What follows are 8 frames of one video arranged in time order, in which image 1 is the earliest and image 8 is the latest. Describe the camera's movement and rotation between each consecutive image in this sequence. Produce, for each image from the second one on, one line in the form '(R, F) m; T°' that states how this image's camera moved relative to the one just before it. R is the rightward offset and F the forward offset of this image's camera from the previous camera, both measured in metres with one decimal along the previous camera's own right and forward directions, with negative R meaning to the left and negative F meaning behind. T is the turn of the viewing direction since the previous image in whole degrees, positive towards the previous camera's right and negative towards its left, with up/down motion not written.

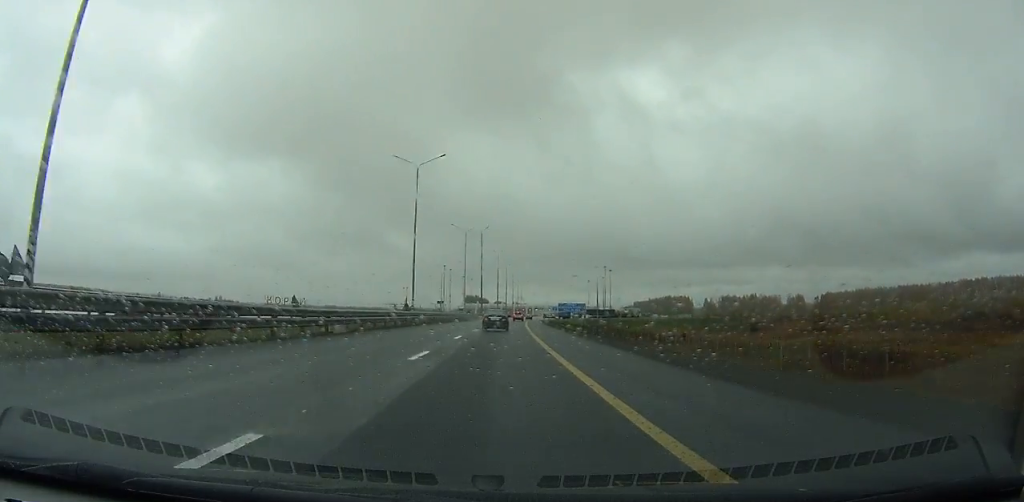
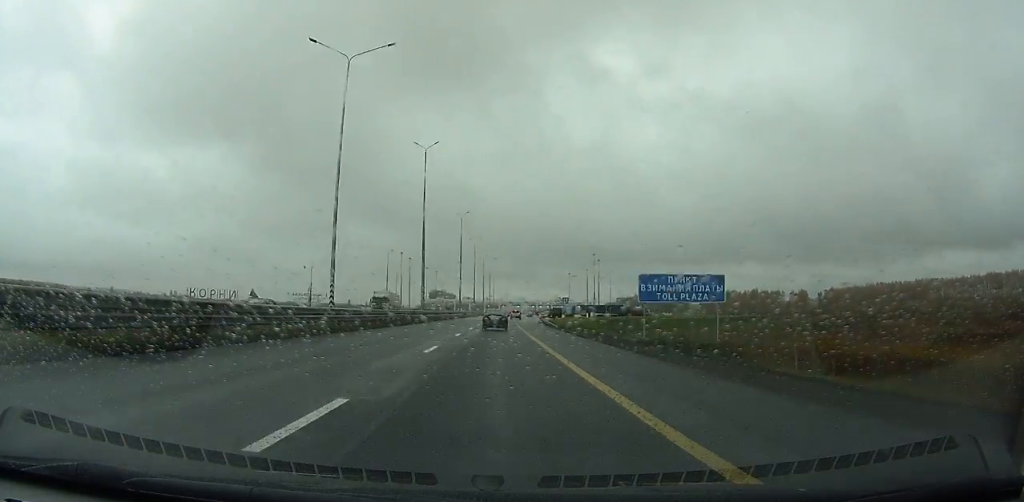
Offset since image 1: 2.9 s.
(+1.8, +68.9) m; +3°
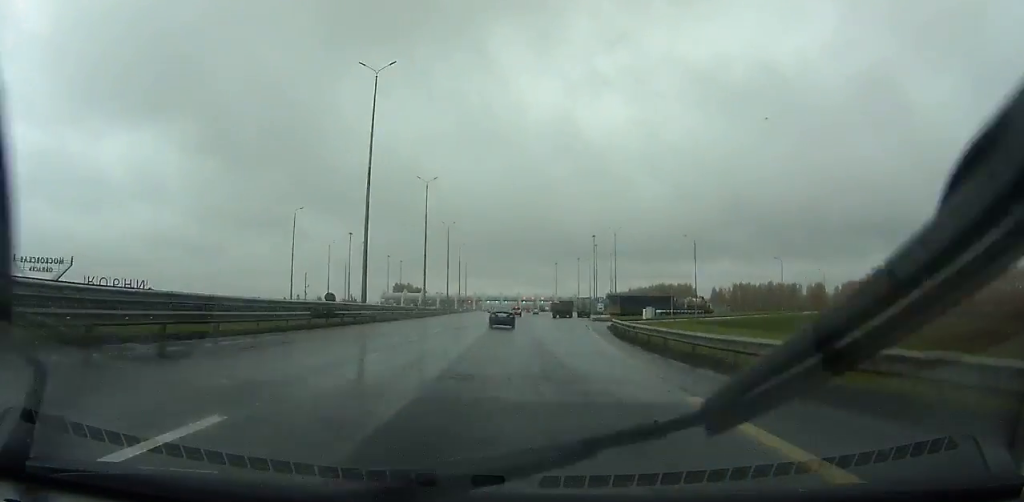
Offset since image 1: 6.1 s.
(+1.5, +72.7) m; +2°
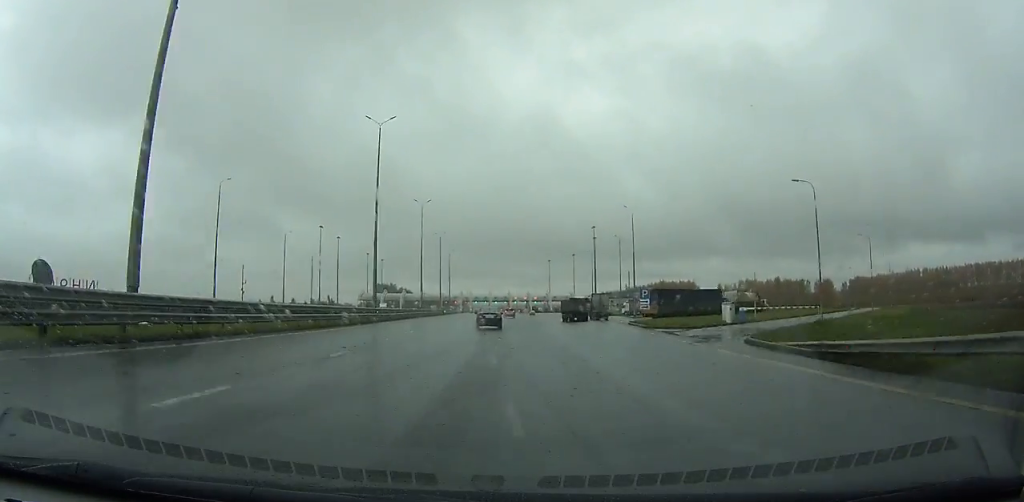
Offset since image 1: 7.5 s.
(+0.4, +30.0) m; 0°
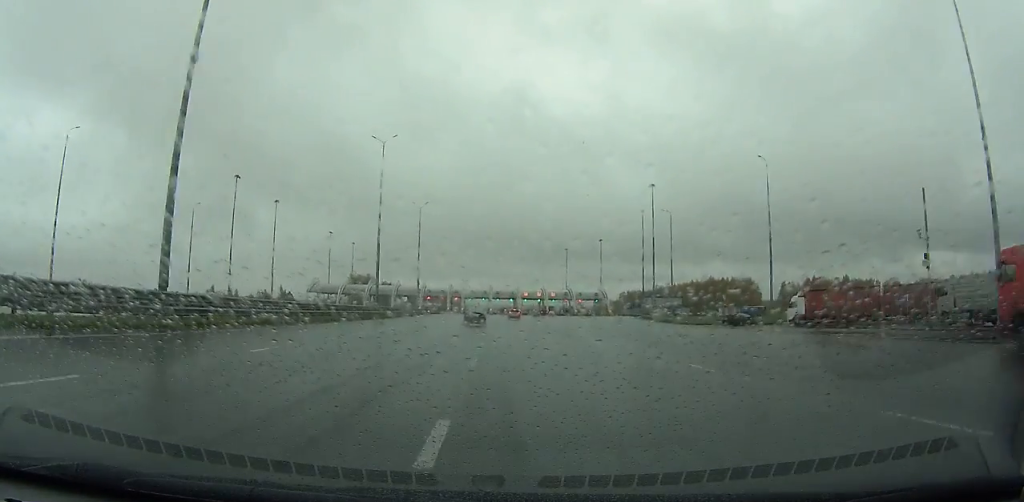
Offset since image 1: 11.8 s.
(+0.8, +87.8) m; 0°
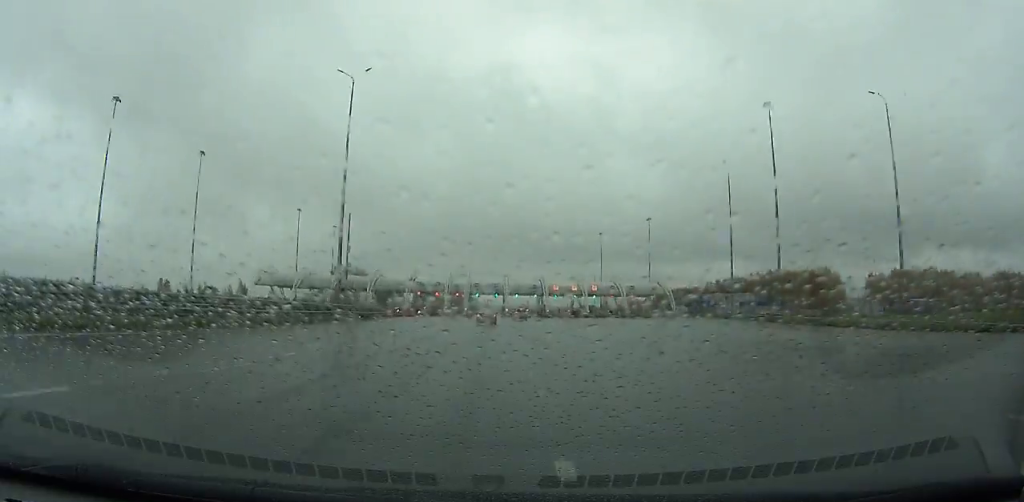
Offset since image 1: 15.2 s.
(-0.1, +62.5) m; 0°
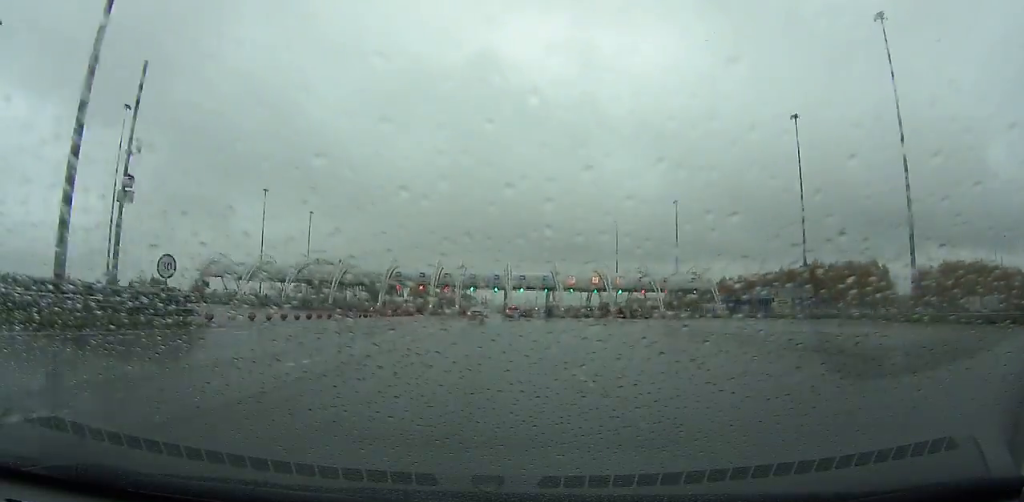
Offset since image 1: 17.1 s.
(-0.2, +30.6) m; 0°
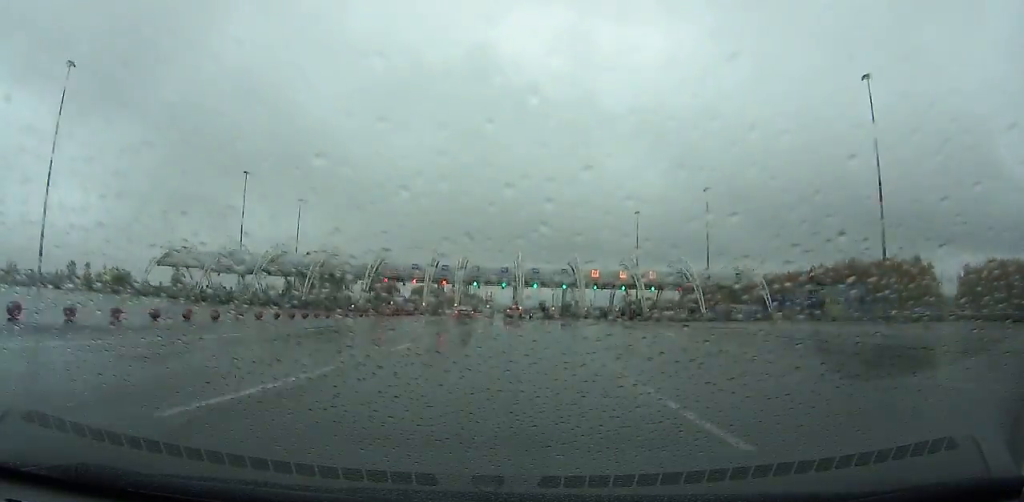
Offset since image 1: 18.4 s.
(0.0, +20.4) m; 0°
